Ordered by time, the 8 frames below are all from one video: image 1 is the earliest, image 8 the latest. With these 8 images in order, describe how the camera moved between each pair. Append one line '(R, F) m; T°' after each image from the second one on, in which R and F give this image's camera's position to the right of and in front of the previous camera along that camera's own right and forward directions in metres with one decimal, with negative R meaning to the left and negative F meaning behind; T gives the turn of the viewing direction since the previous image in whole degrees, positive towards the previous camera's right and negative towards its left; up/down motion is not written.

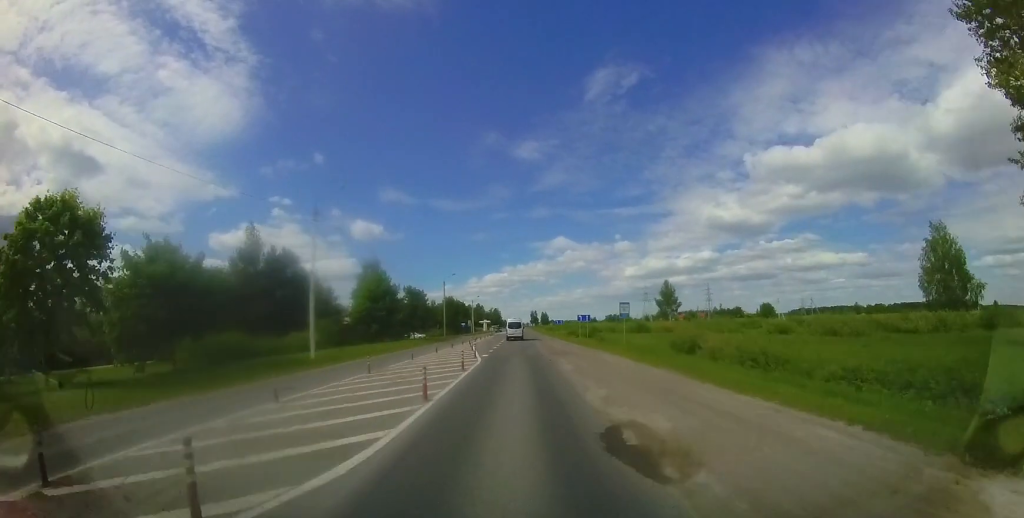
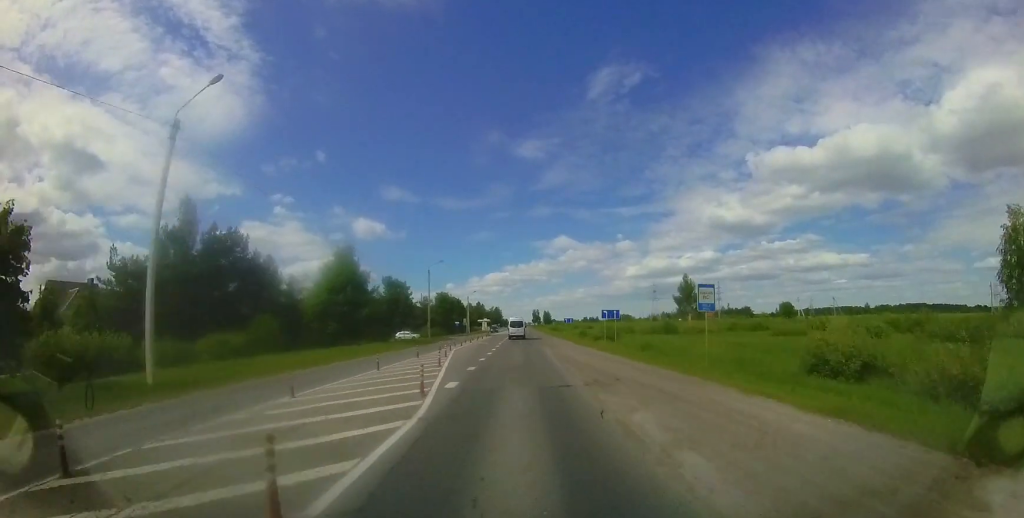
(+0.1, +10.8) m; -1°
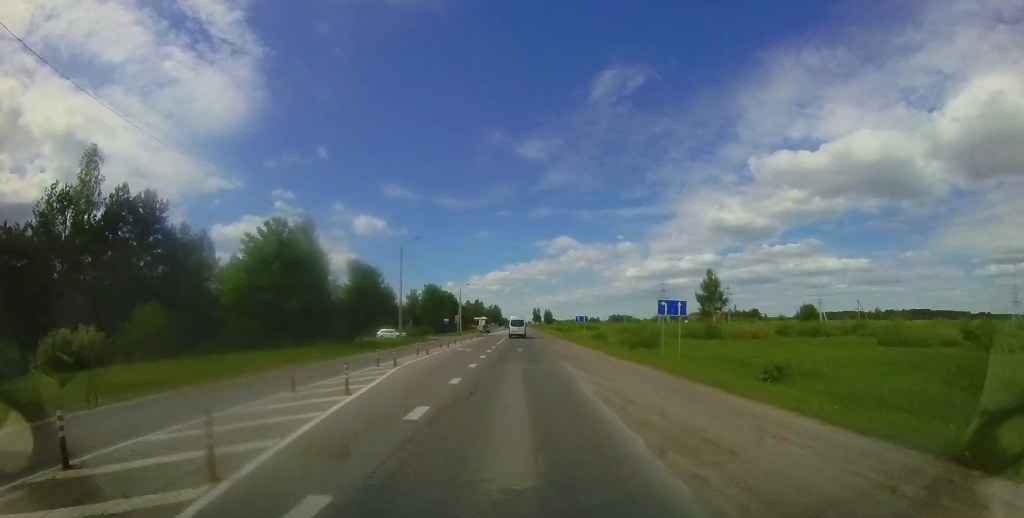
(-0.4, +11.6) m; -1°
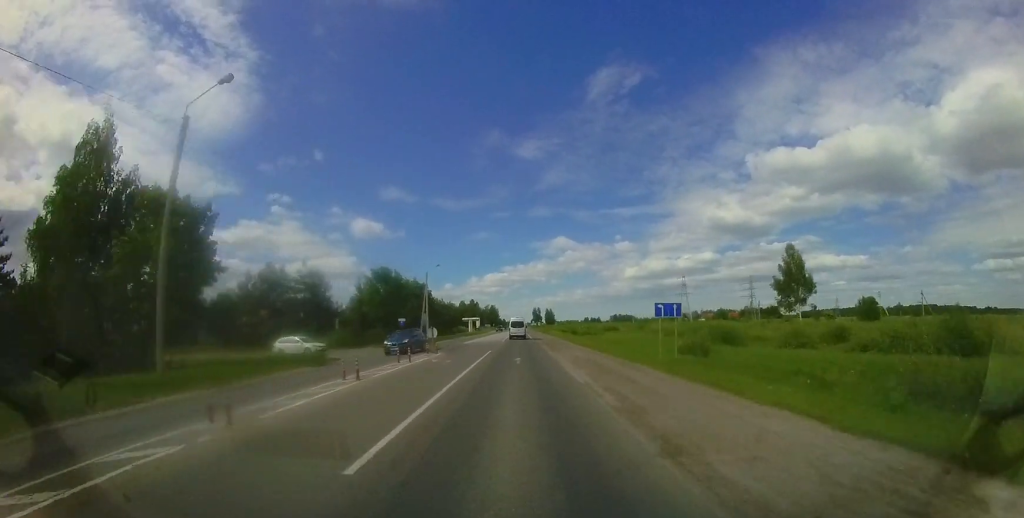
(0.0, +26.5) m; 0°
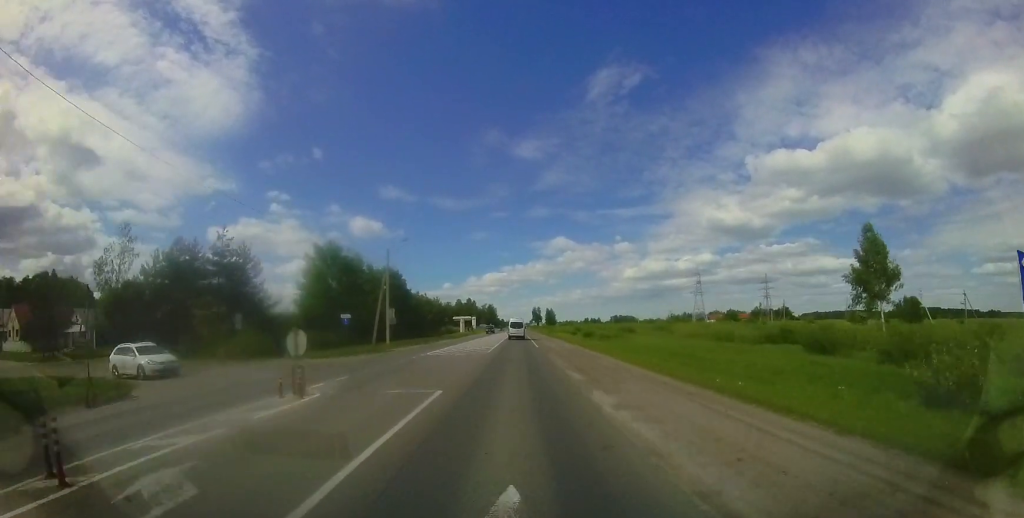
(0.0, +14.9) m; 0°
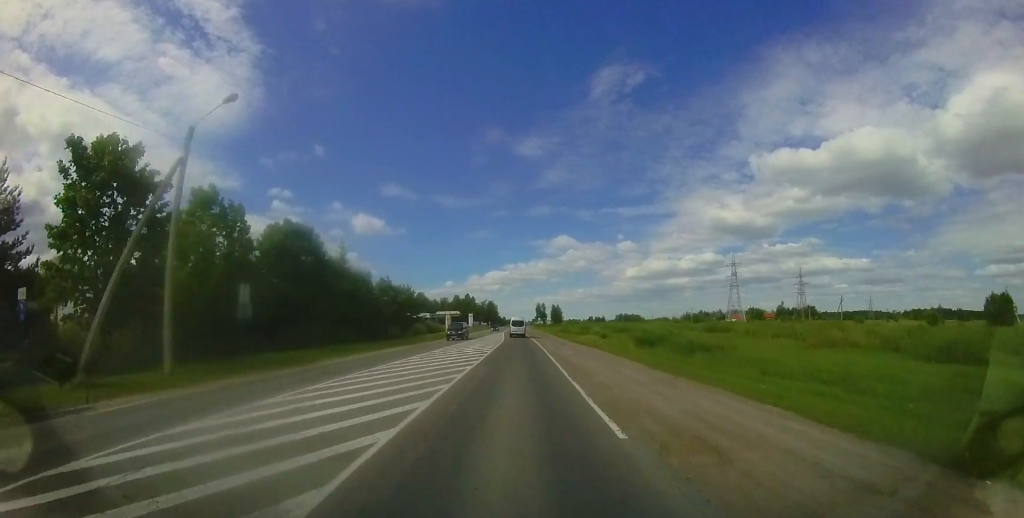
(+0.1, +24.1) m; +1°
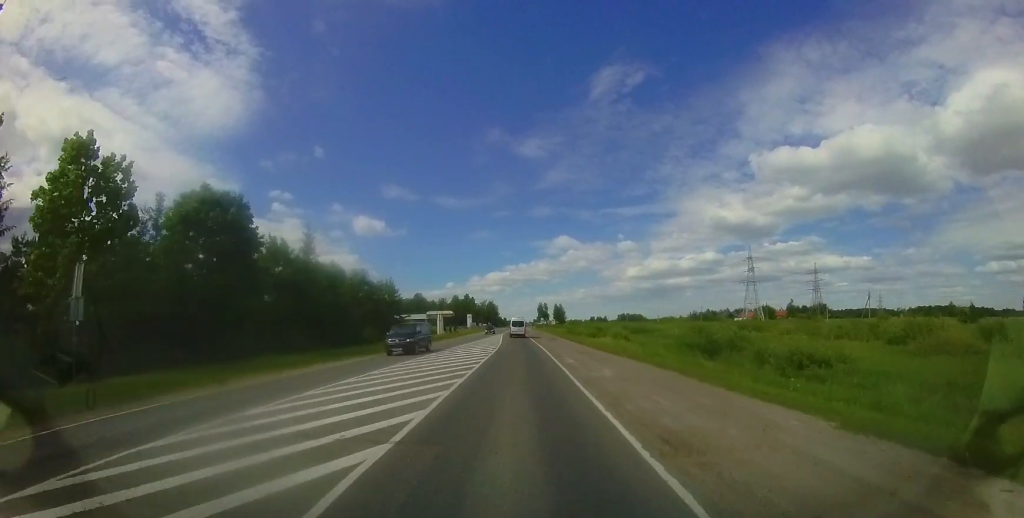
(+0.1, +9.3) m; 0°
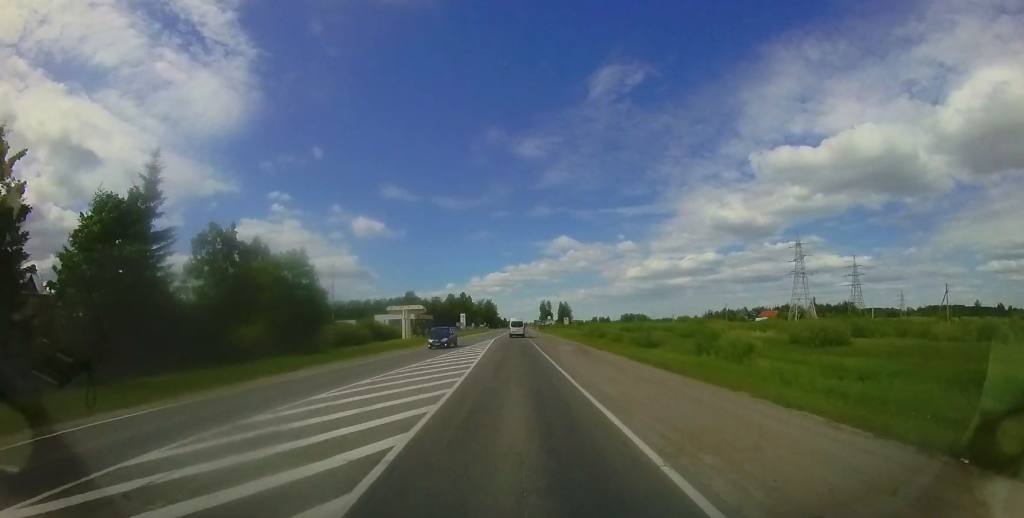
(-0.2, +21.3) m; -1°
